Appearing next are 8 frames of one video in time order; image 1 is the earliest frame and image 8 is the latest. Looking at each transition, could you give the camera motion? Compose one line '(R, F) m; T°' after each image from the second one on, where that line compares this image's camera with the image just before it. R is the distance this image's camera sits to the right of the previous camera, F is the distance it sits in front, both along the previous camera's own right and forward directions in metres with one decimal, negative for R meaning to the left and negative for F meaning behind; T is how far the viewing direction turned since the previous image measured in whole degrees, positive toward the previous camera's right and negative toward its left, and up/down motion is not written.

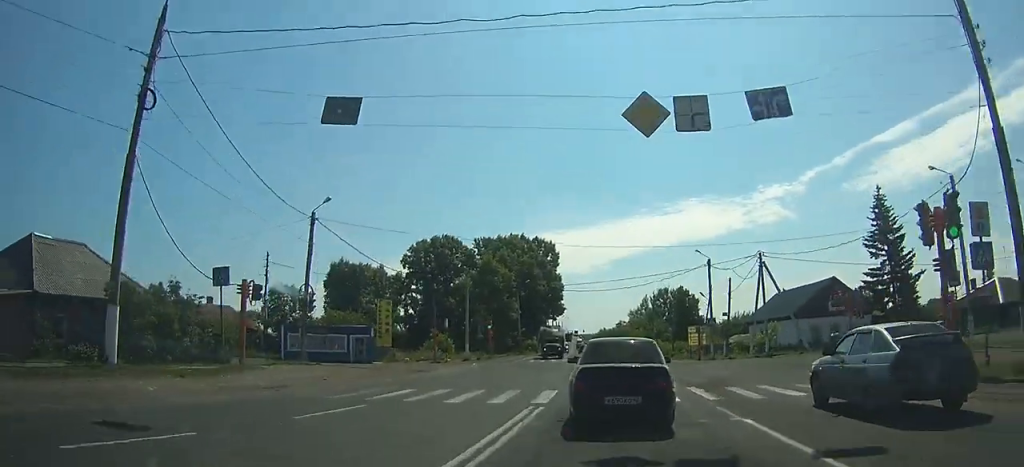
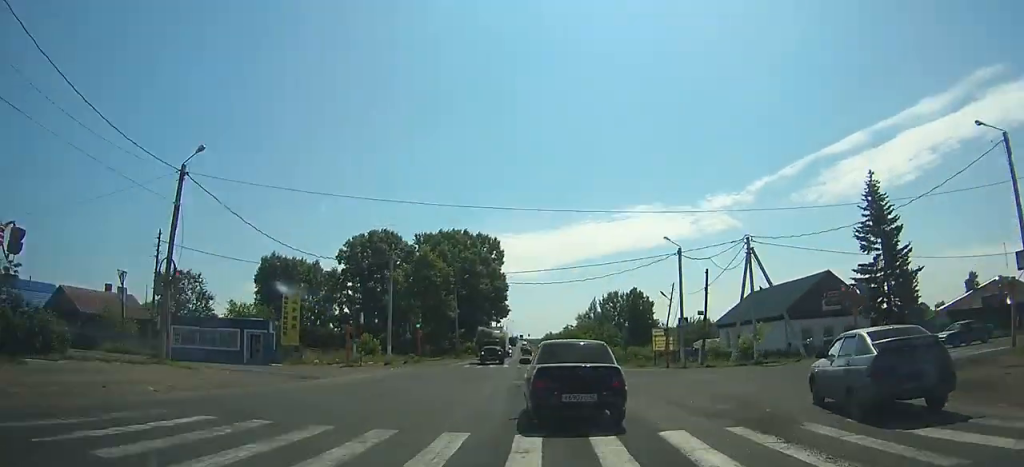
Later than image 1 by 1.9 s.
(-0.1, +13.5) m; -1°
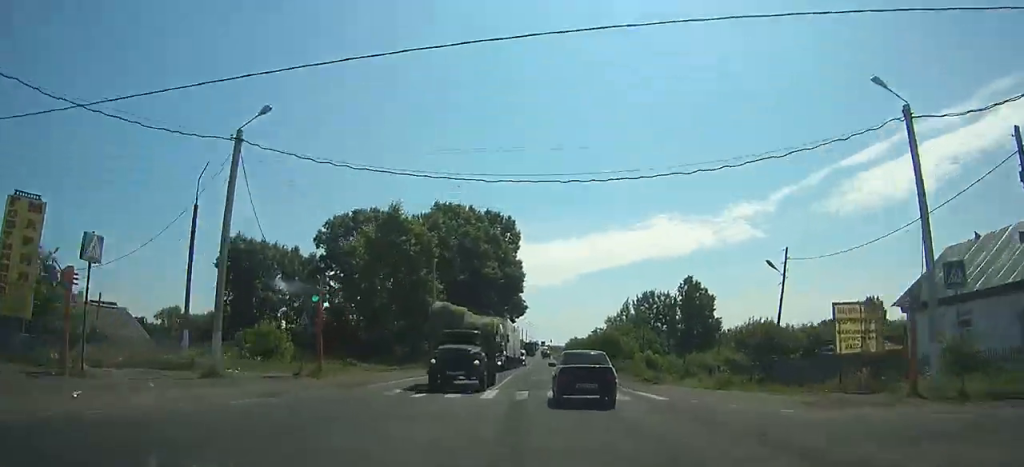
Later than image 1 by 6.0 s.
(-0.3, +32.4) m; -1°
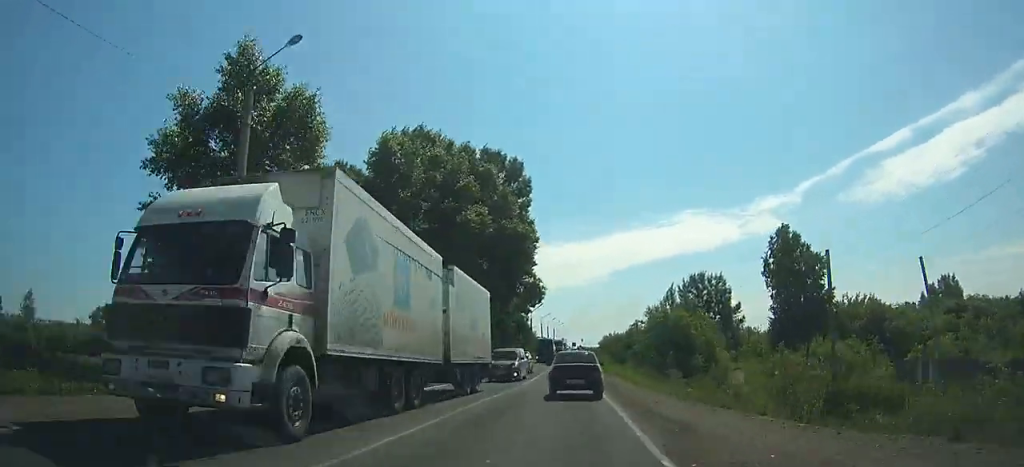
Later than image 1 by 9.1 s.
(-0.2, +30.2) m; -1°
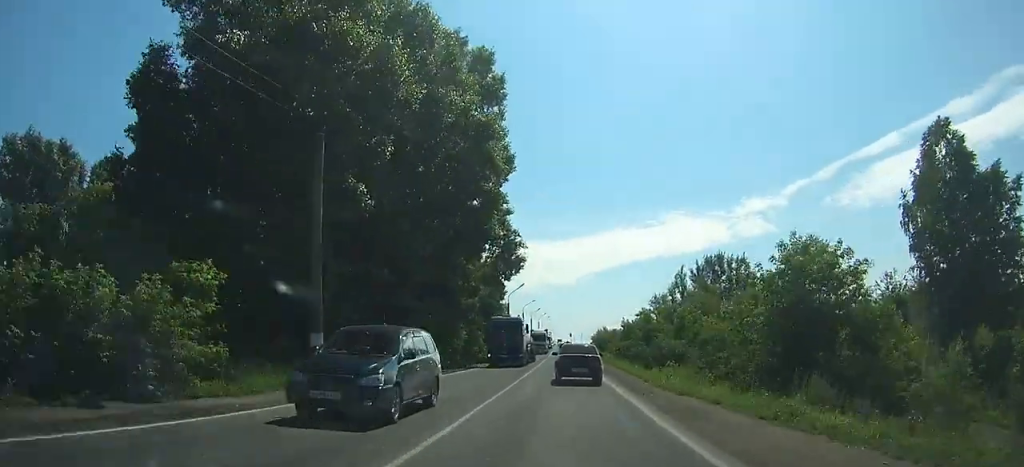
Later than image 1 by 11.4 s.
(-0.1, +26.0) m; 0°
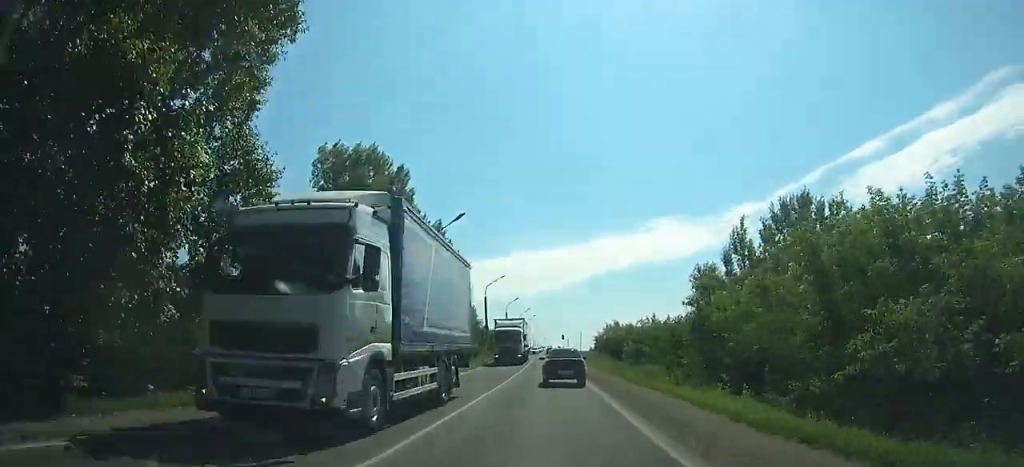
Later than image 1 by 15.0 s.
(0.0, +46.2) m; 0°
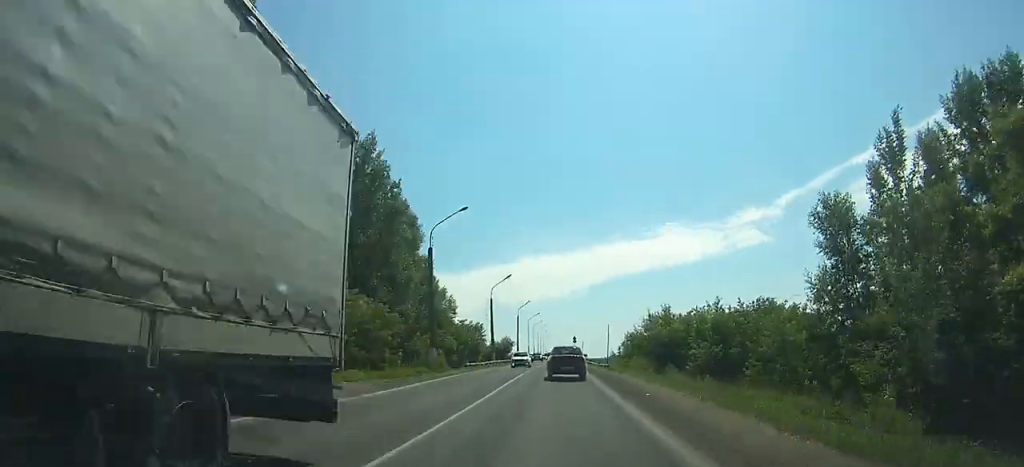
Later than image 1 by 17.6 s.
(-0.2, +35.5) m; 0°
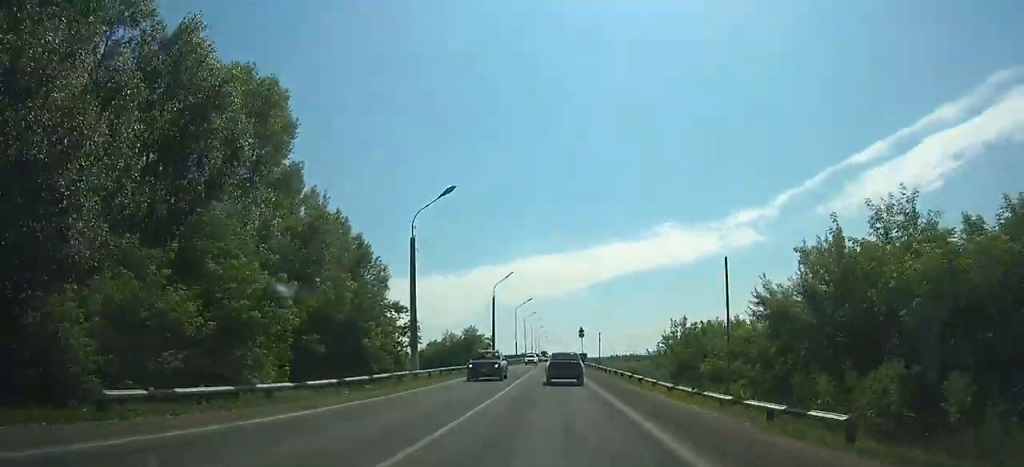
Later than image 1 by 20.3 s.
(-0.2, +37.3) m; 0°
